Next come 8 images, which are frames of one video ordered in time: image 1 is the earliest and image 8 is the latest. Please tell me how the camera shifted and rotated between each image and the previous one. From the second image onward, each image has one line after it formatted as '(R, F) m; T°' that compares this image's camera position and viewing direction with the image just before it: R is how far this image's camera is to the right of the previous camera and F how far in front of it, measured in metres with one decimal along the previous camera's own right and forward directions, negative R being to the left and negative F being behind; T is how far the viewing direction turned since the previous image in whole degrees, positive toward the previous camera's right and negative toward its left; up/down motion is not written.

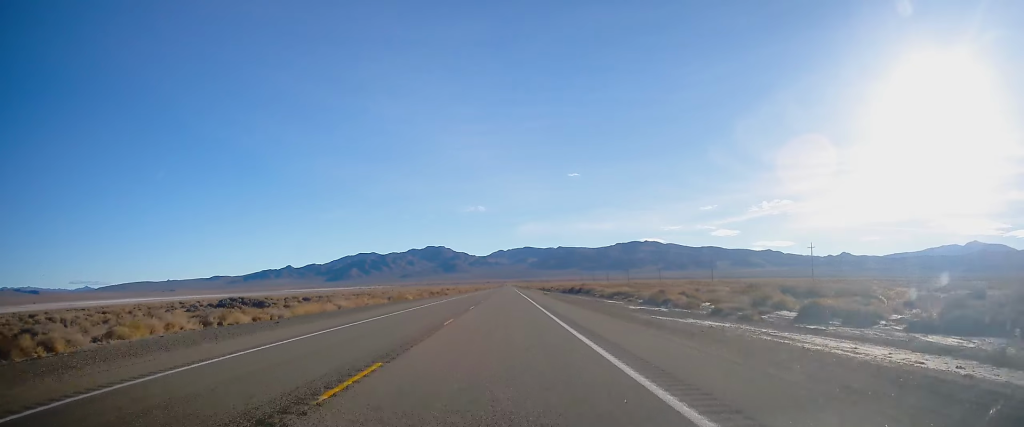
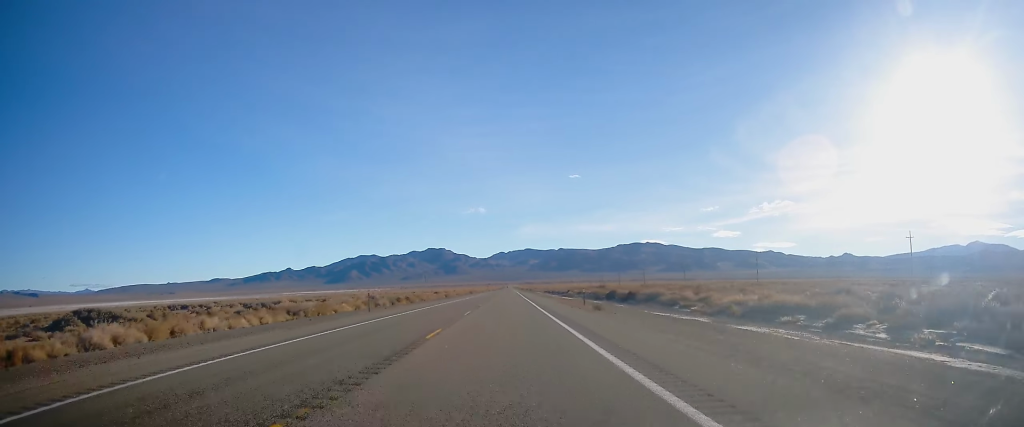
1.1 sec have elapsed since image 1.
(+0.4, +40.7) m; +1°
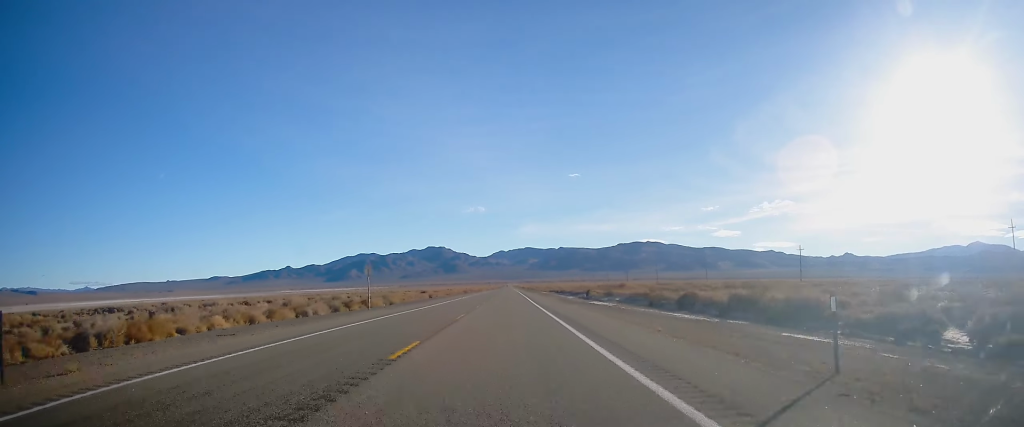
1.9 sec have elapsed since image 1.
(+0.1, +28.6) m; 0°
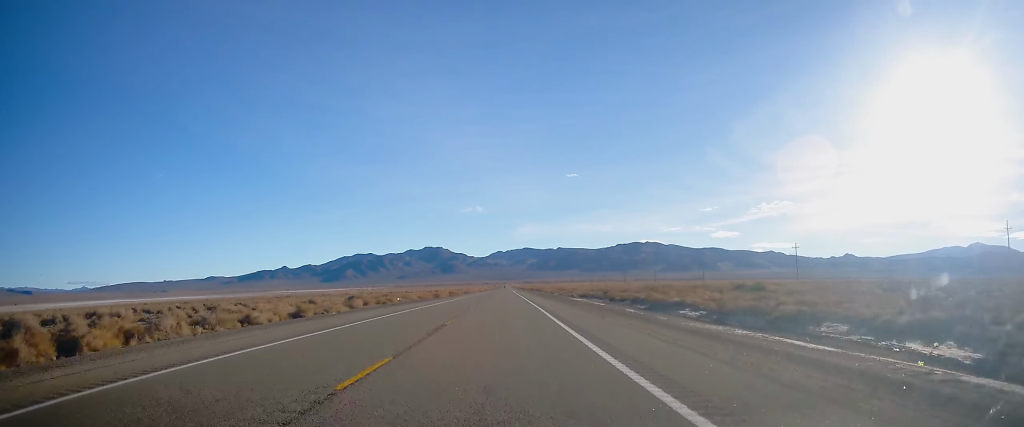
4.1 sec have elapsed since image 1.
(-0.4, +76.0) m; 0°
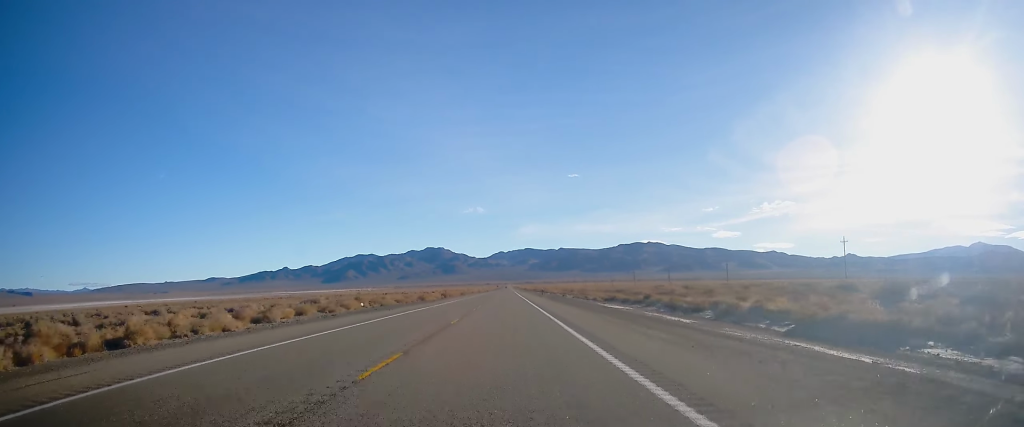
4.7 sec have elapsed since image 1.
(0.0, +23.6) m; 0°
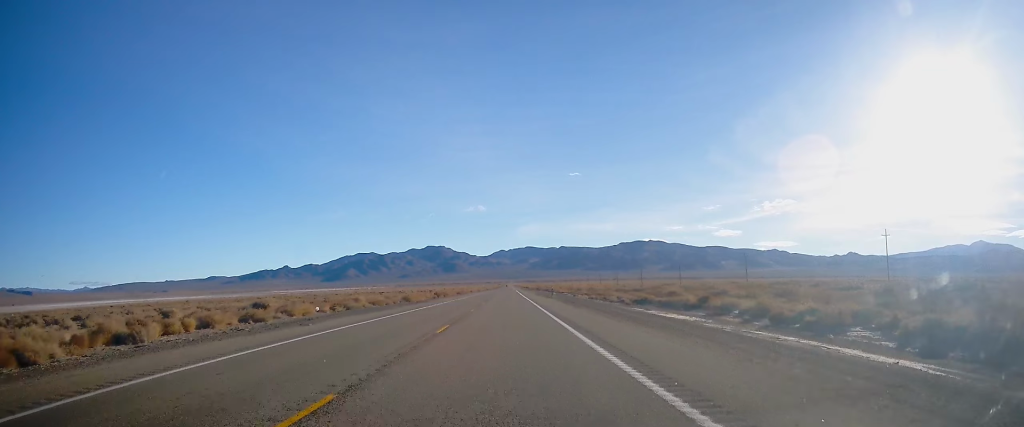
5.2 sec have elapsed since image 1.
(-0.2, +16.5) m; 0°
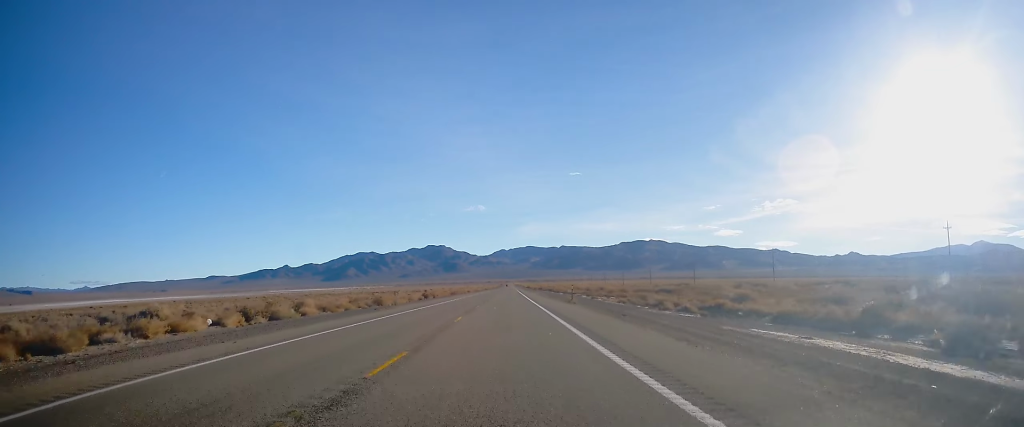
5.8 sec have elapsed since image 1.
(+0.1, +20.2) m; 0°
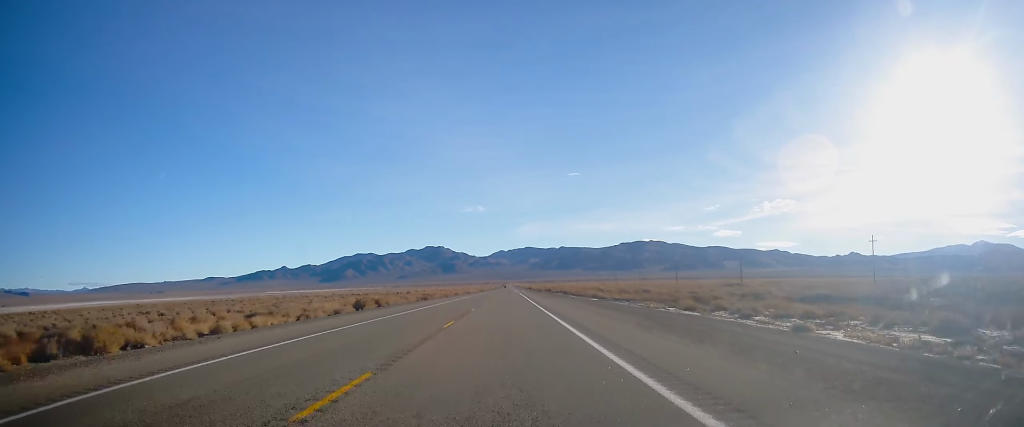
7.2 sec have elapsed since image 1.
(-0.1, +52.6) m; -1°
